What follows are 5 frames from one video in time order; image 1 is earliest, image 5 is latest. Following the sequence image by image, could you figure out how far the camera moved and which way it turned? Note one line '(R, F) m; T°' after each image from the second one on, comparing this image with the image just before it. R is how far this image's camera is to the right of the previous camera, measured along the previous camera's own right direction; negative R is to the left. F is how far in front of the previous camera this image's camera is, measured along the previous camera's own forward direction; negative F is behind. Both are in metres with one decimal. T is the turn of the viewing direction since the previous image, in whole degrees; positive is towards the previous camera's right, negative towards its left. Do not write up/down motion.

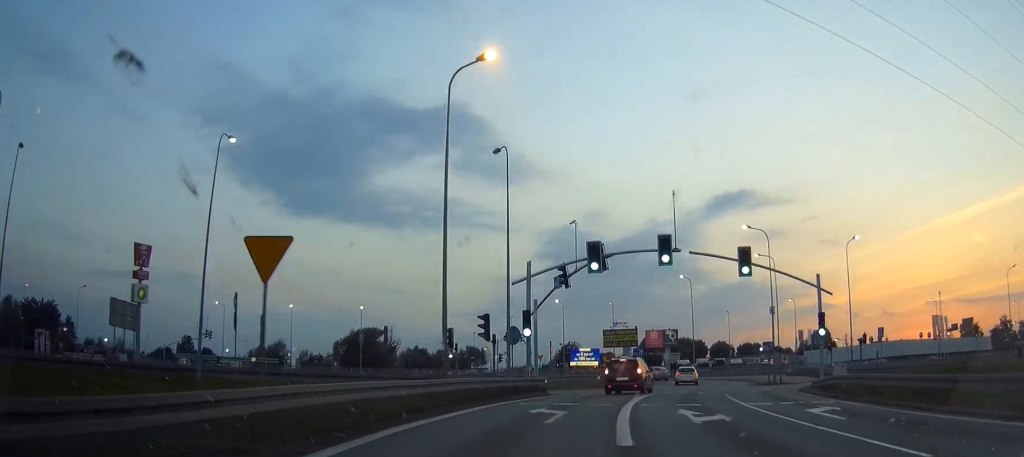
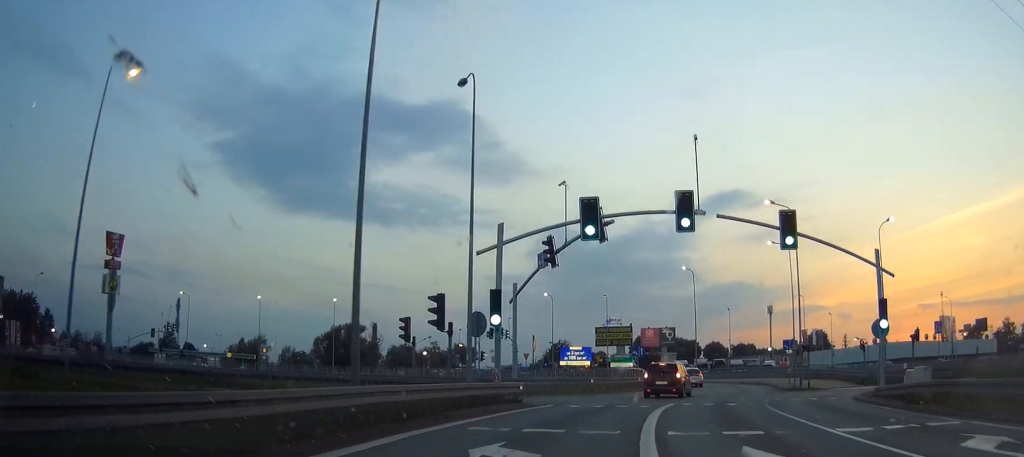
(0.0, +10.3) m; 0°
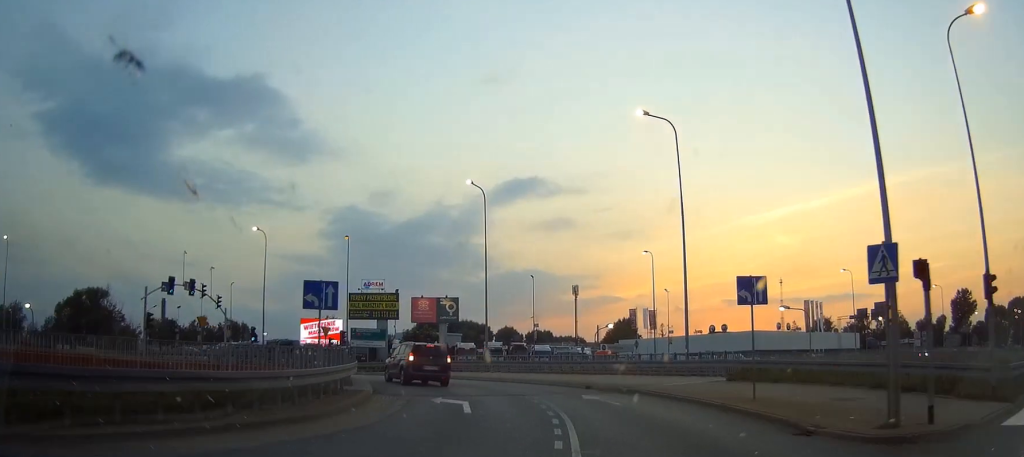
(0.0, +43.1) m; 0°
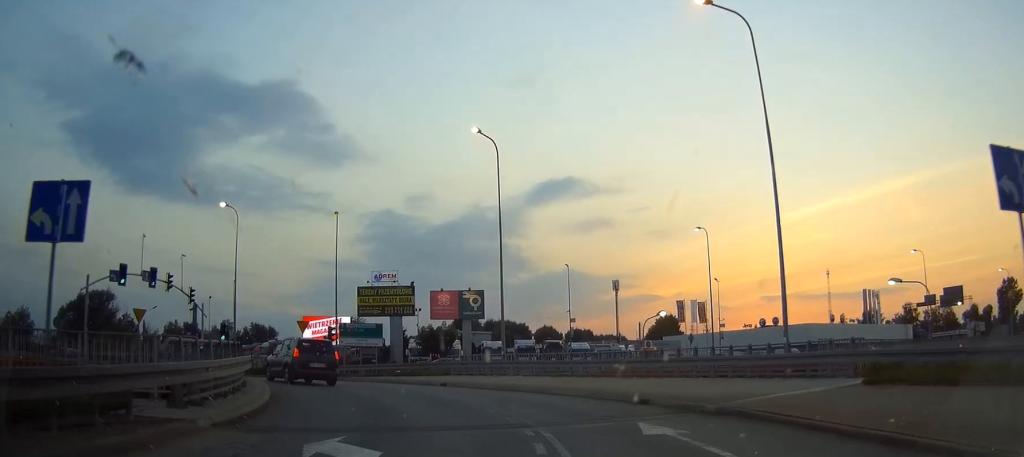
(0.0, +16.1) m; 0°
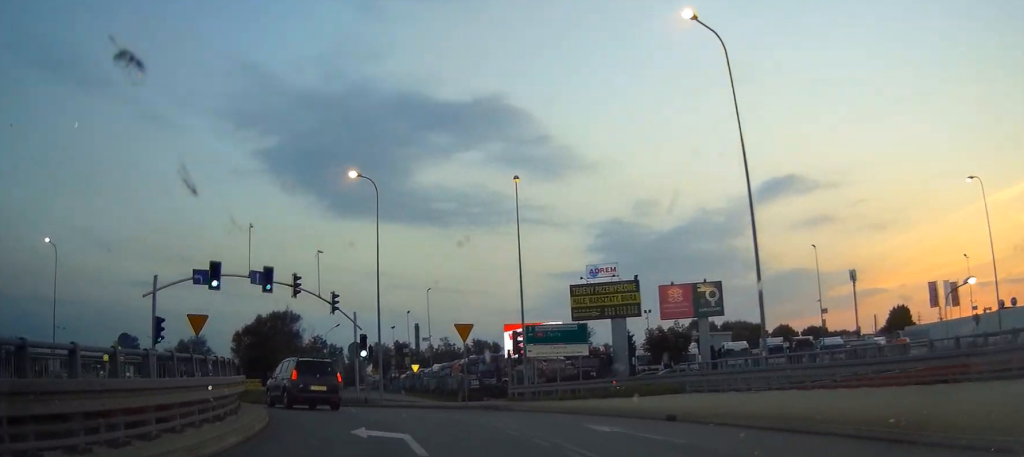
(0.0, +21.3) m; 0°
